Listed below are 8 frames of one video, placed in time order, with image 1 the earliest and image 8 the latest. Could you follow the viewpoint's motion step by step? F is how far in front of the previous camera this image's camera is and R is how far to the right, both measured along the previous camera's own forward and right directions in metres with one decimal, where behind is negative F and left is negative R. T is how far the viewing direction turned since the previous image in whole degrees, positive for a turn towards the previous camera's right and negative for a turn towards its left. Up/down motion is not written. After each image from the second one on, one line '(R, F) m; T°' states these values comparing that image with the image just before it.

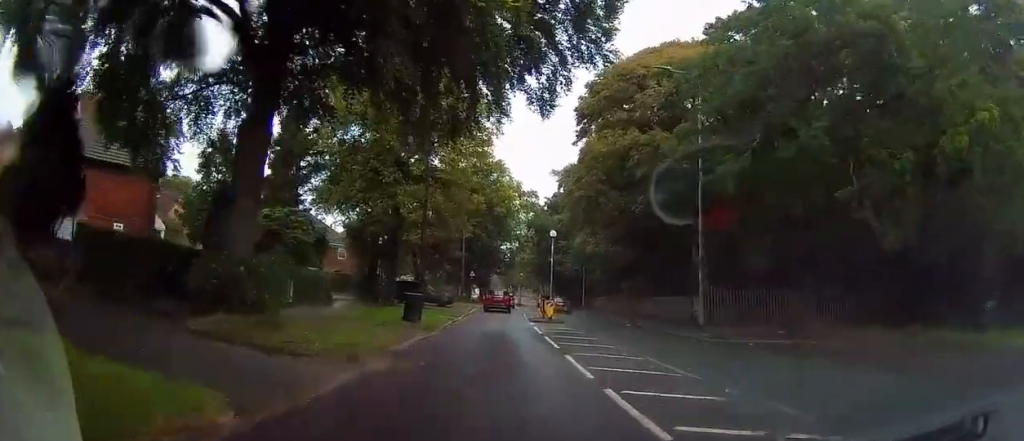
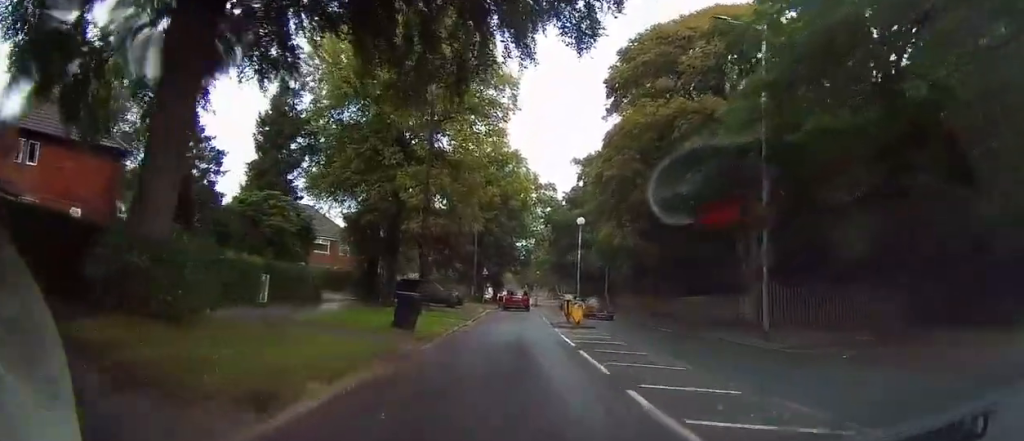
(-0.2, +4.9) m; -2°
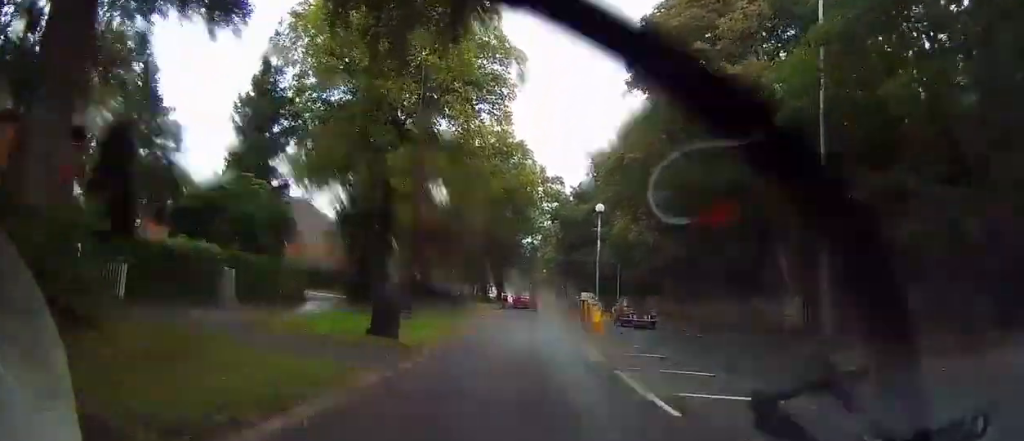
(-0.1, +3.8) m; -1°
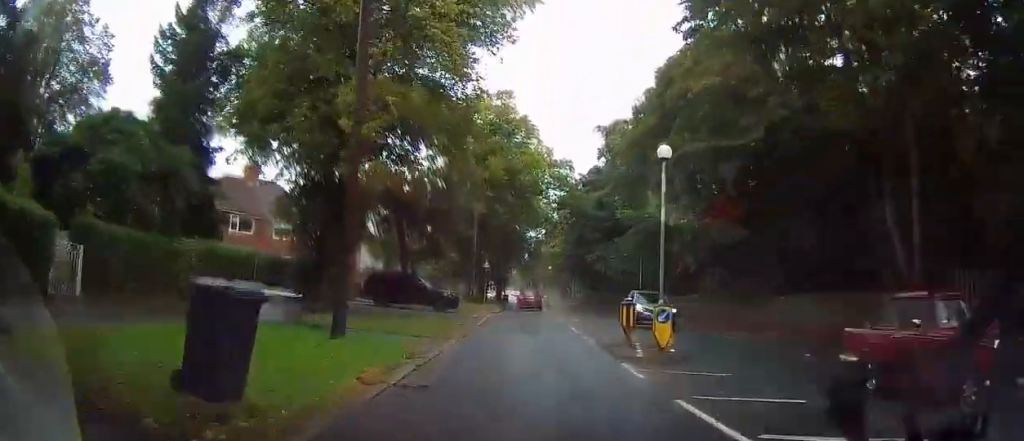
(0.0, +8.6) m; +1°
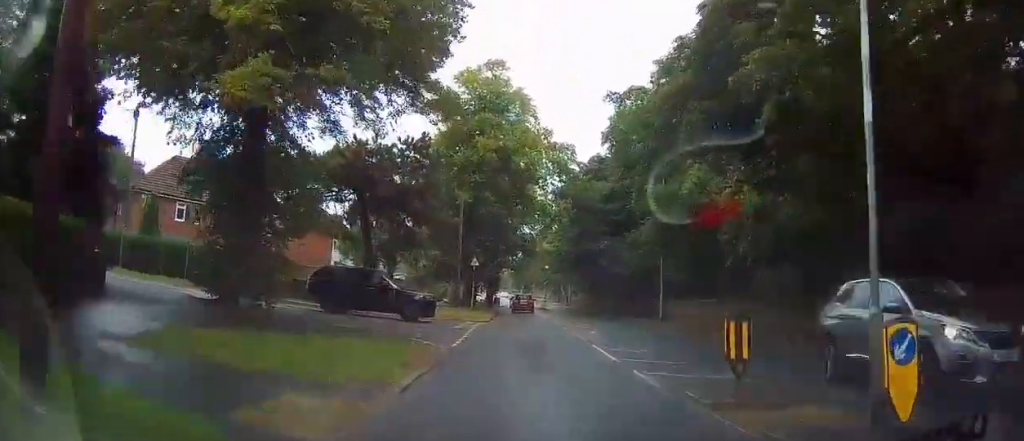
(+0.1, +8.0) m; 0°
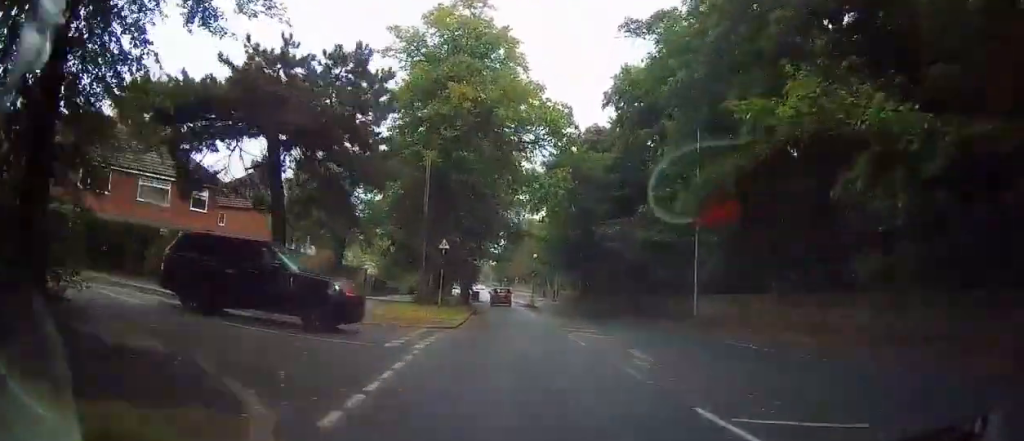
(0.0, +10.0) m; 0°
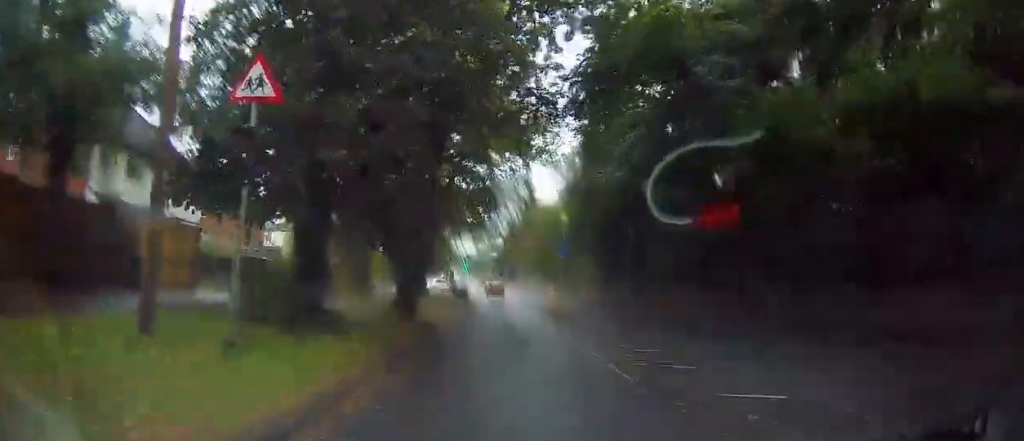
(+0.3, +24.8) m; +1°
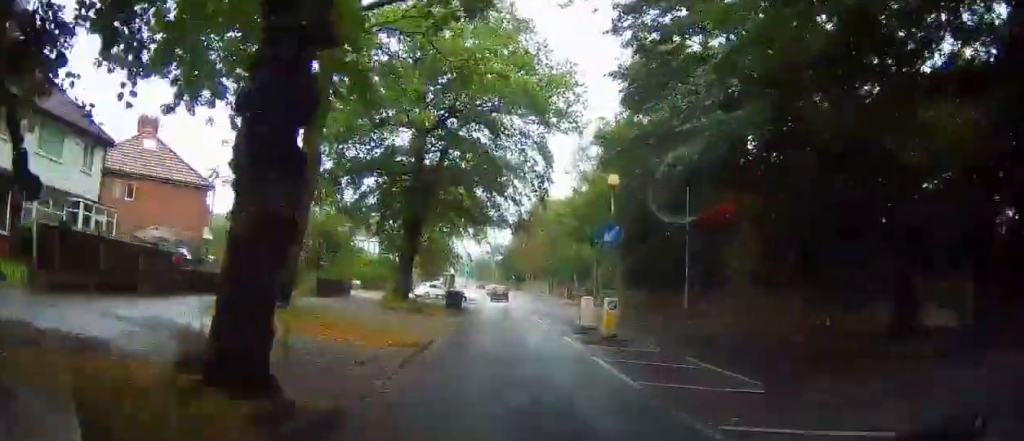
(0.0, +11.3) m; -1°
